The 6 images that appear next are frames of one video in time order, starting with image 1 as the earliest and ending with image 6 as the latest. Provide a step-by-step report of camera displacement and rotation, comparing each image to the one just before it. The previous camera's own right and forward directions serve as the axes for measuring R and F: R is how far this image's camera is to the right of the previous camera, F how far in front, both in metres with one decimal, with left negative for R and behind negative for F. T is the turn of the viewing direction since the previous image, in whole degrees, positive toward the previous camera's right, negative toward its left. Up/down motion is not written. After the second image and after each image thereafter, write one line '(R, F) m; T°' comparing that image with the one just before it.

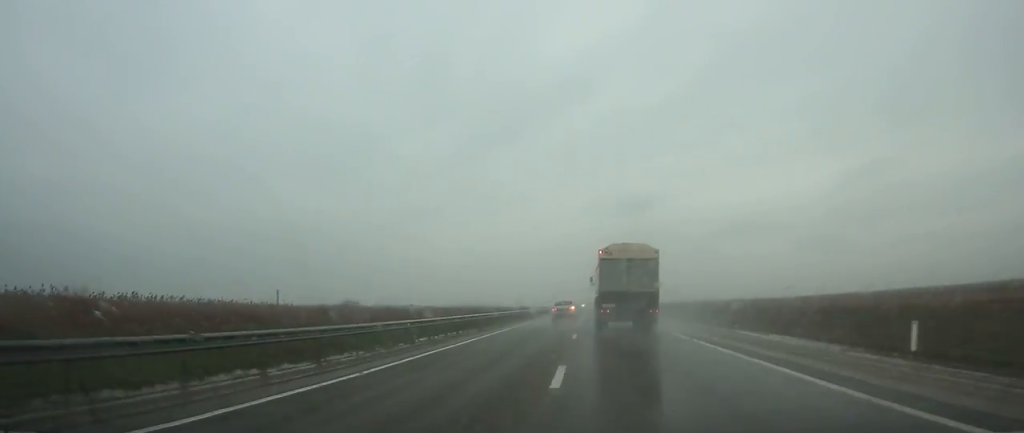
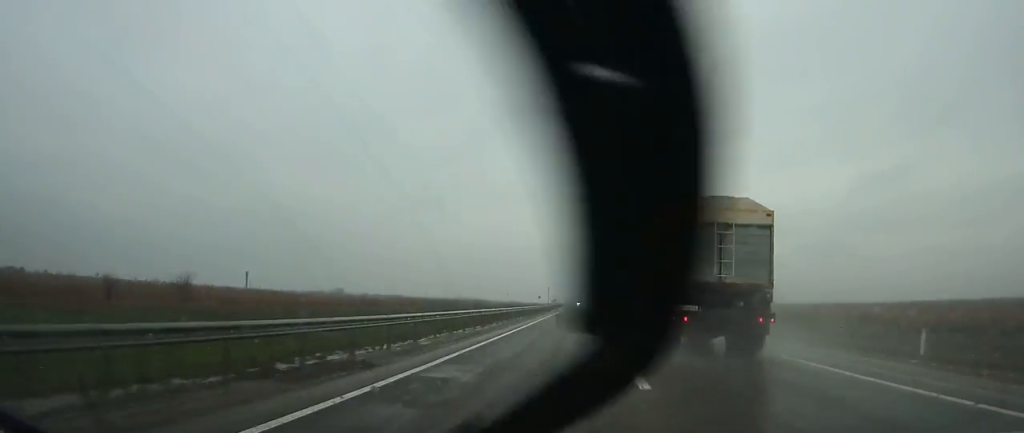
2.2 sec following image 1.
(+0.4, +50.9) m; +1°
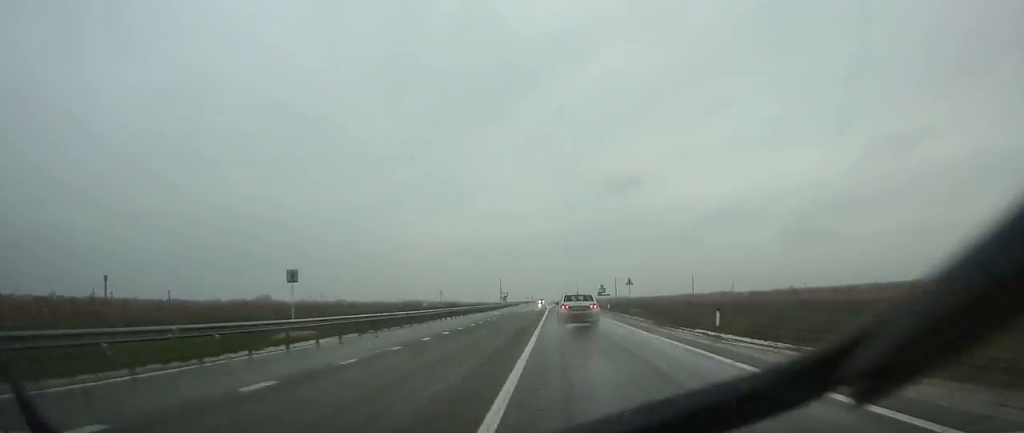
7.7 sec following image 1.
(+3.7, +138.1) m; +2°
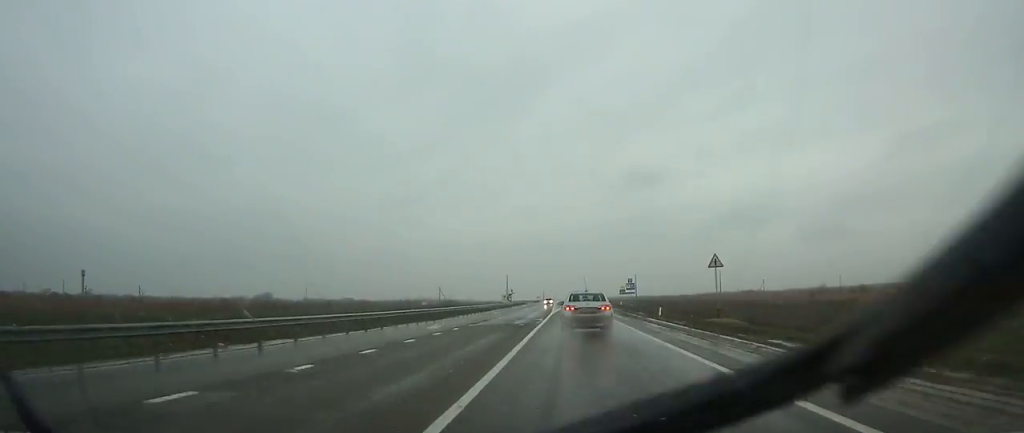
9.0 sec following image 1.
(-0.2, +33.4) m; 0°
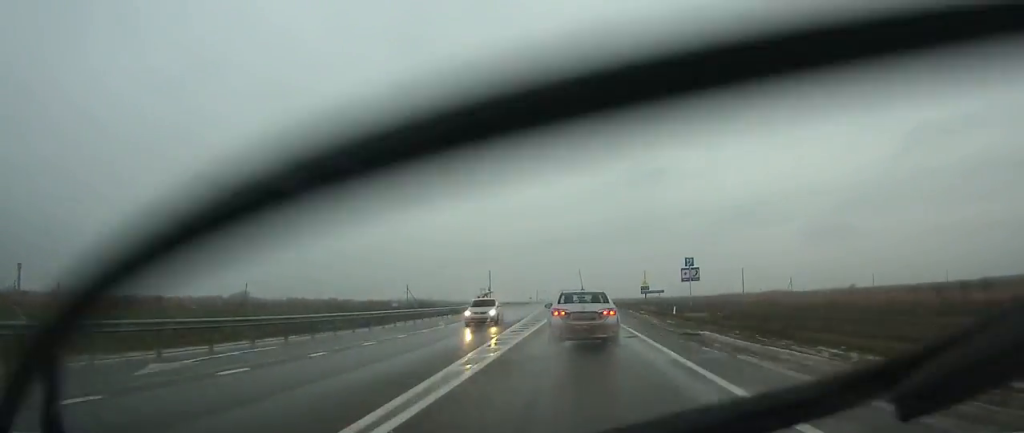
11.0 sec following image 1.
(-0.3, +48.6) m; 0°
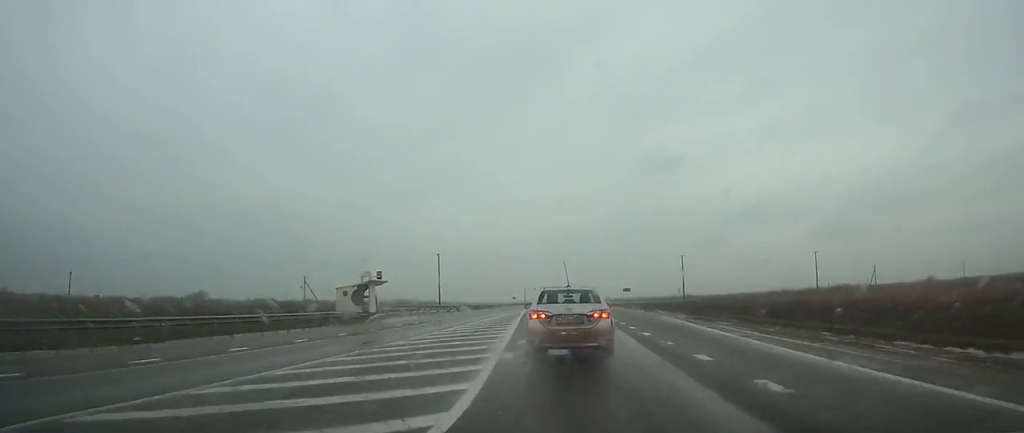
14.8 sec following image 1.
(+0.1, +86.6) m; 0°
